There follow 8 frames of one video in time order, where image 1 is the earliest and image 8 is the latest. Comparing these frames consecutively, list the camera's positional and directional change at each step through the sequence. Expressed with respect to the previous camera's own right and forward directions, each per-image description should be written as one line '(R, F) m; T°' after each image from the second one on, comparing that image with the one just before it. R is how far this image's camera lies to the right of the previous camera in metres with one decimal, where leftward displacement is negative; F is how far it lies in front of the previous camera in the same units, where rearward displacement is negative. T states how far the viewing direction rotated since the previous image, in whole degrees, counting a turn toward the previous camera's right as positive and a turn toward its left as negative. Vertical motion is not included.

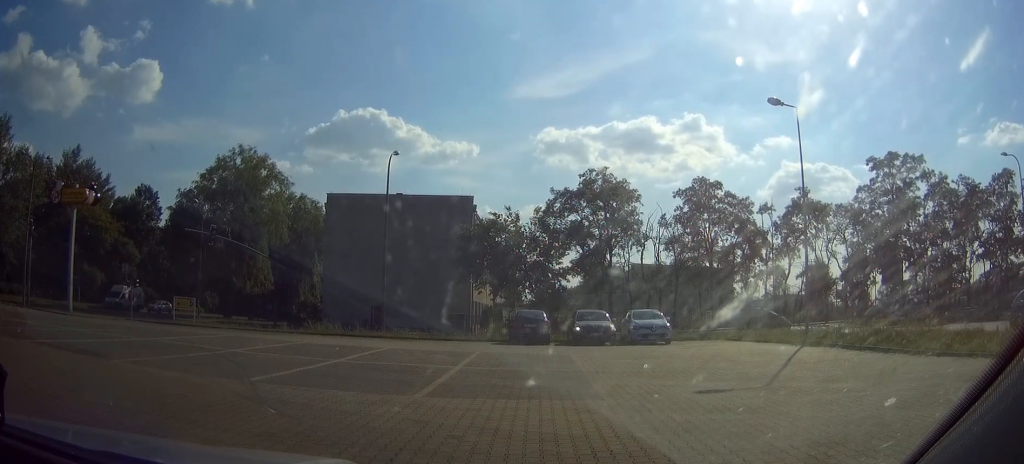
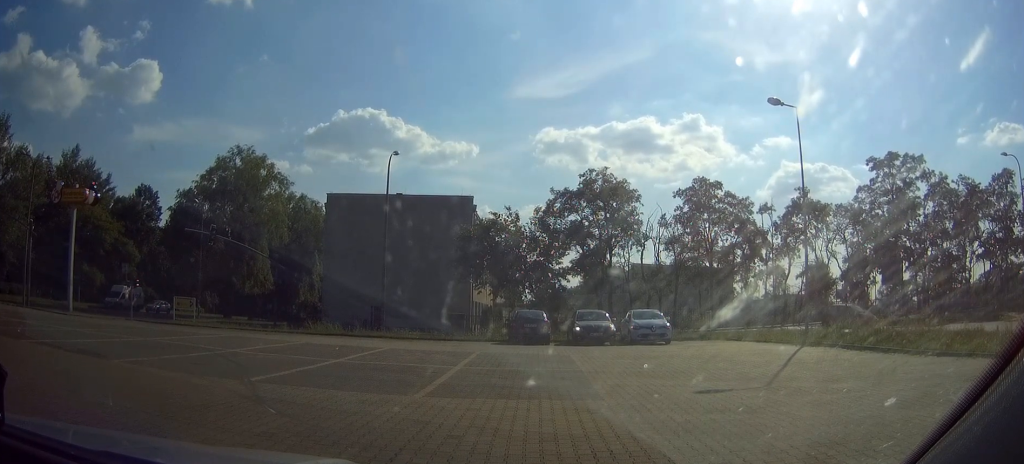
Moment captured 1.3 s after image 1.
(0.0, 0.0) m; 0°
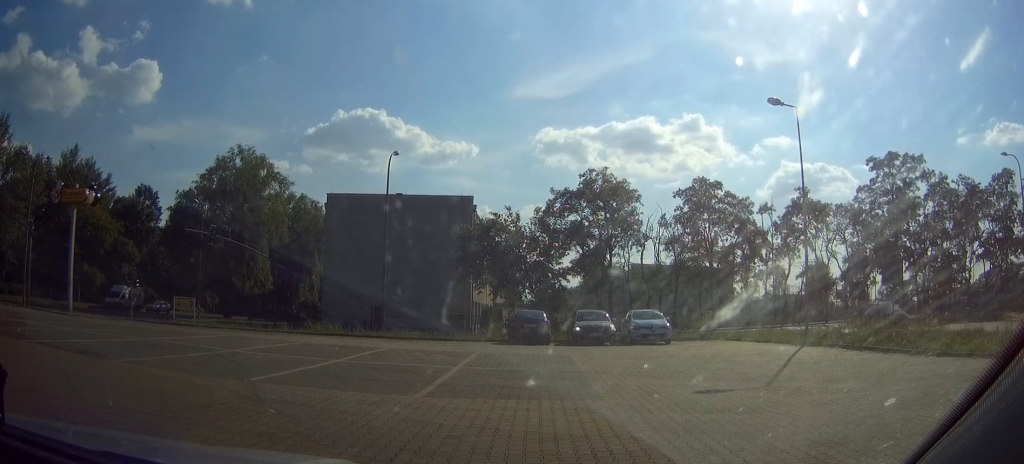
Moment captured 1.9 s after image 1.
(0.0, 0.0) m; 0°
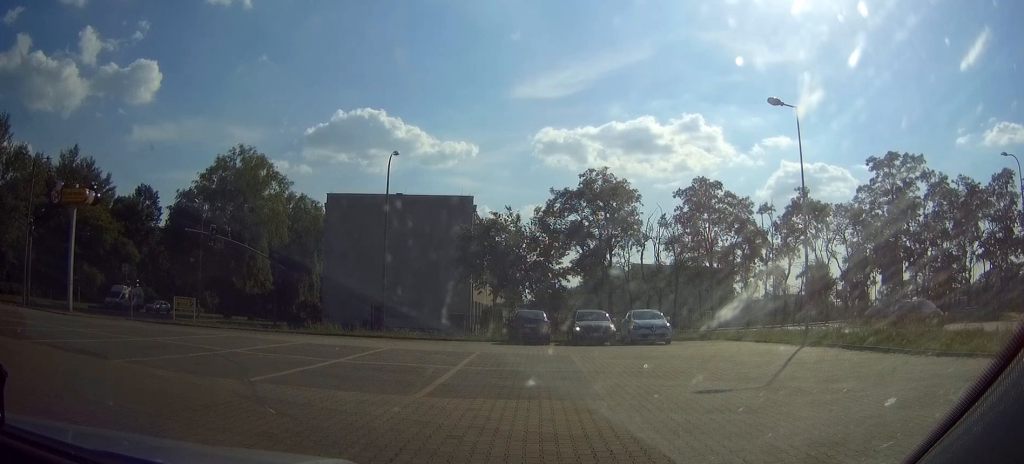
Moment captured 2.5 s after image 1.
(0.0, 0.0) m; 0°
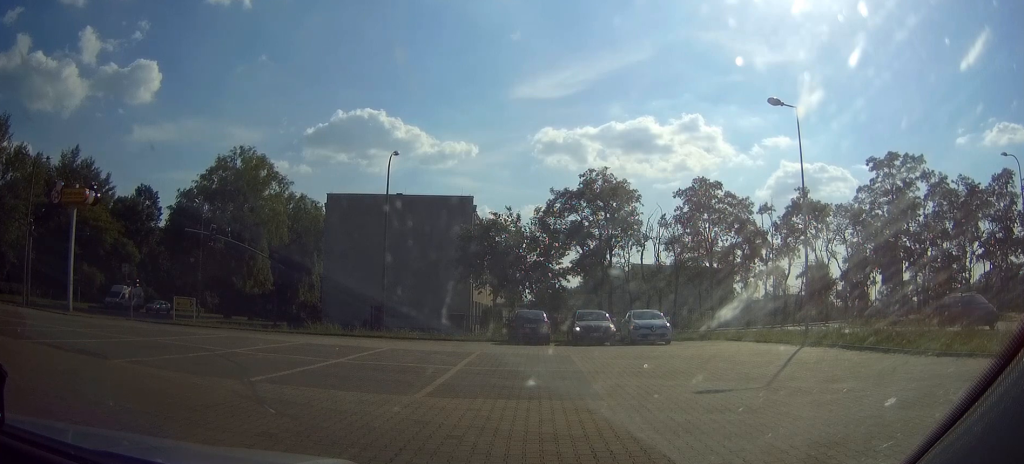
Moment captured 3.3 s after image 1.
(0.0, 0.0) m; 0°
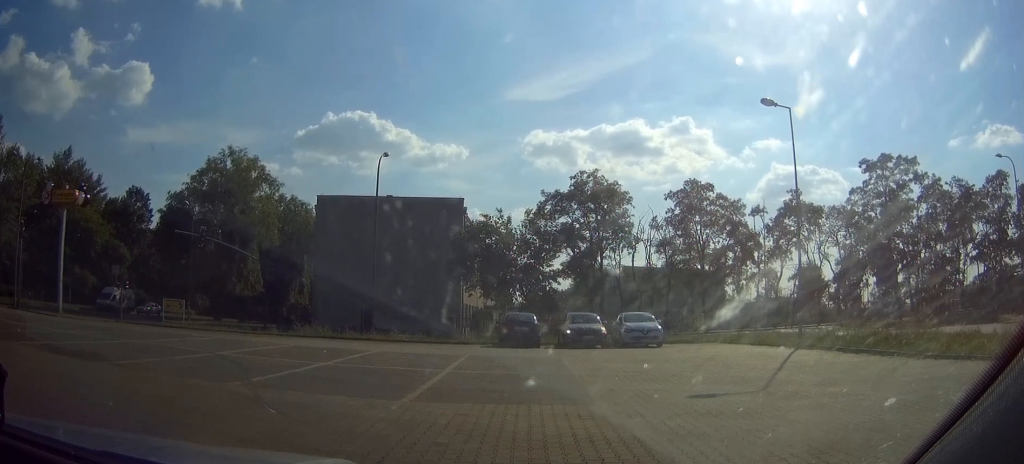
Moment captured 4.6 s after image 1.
(0.0, +0.1) m; 0°
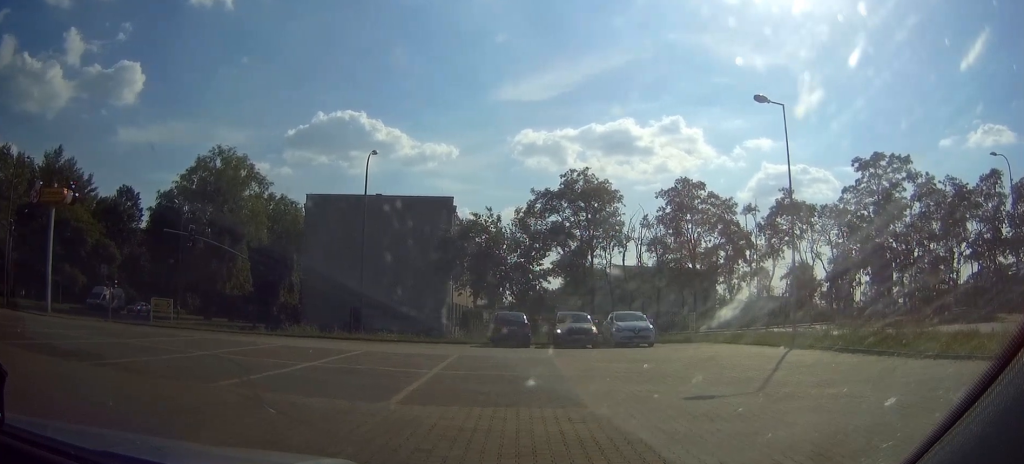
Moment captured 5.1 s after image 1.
(0.0, +0.2) m; 0°
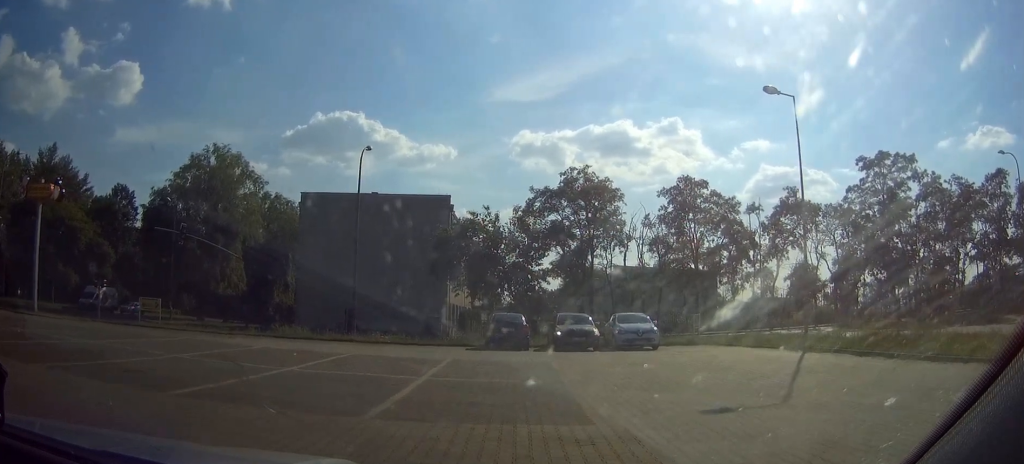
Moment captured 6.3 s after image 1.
(+0.2, +1.5) m; 0°
